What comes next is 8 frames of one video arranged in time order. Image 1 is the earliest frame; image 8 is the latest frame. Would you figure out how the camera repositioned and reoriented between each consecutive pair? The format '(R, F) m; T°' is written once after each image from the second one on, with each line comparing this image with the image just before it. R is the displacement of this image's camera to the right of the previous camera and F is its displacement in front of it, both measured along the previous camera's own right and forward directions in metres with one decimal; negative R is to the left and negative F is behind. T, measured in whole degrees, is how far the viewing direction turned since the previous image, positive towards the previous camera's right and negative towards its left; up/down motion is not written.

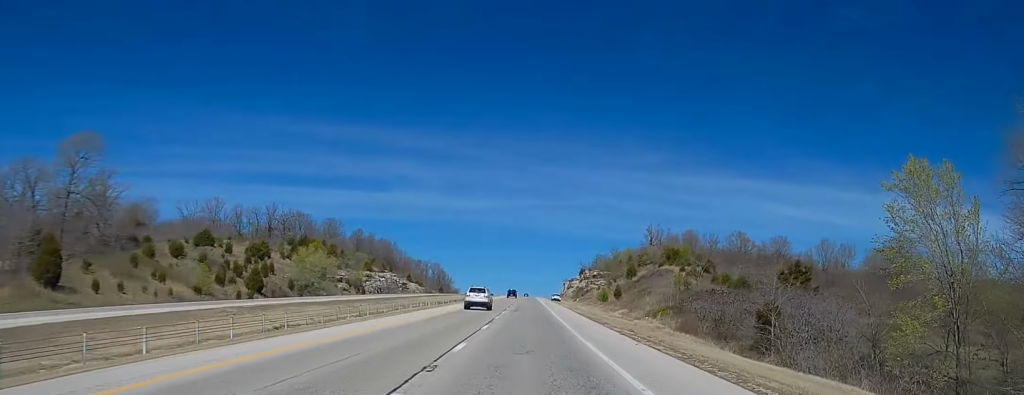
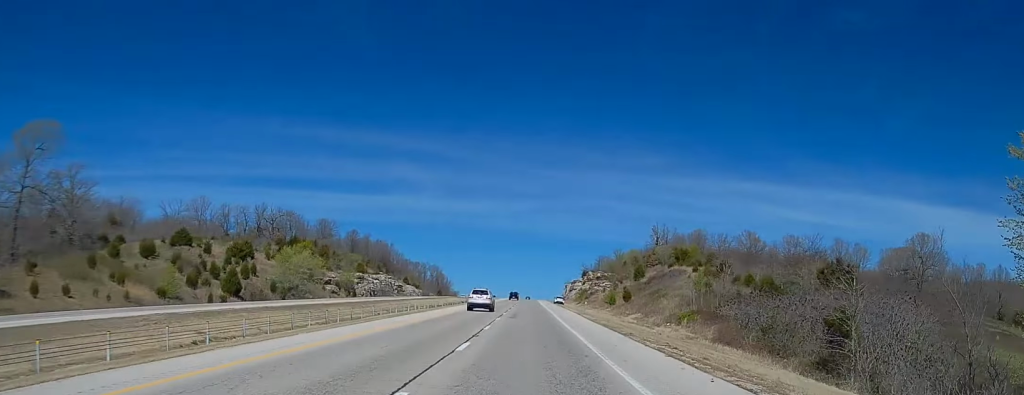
(0.0, +11.6) m; 0°
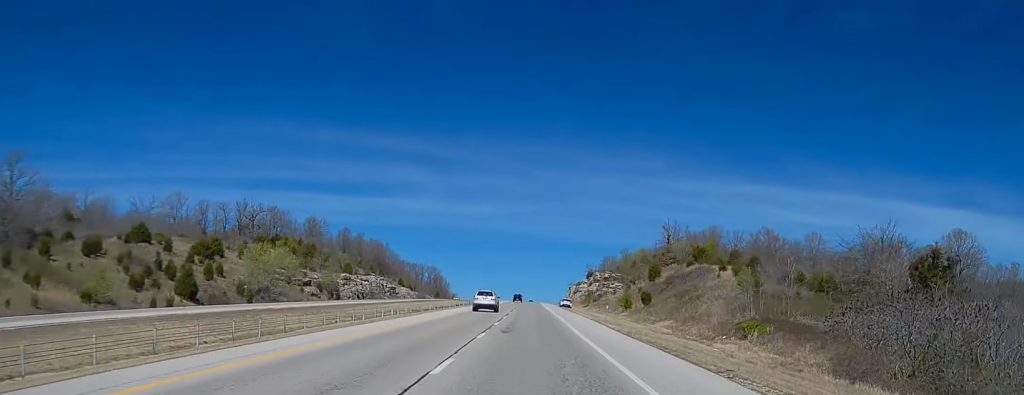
(0.0, +18.4) m; +1°
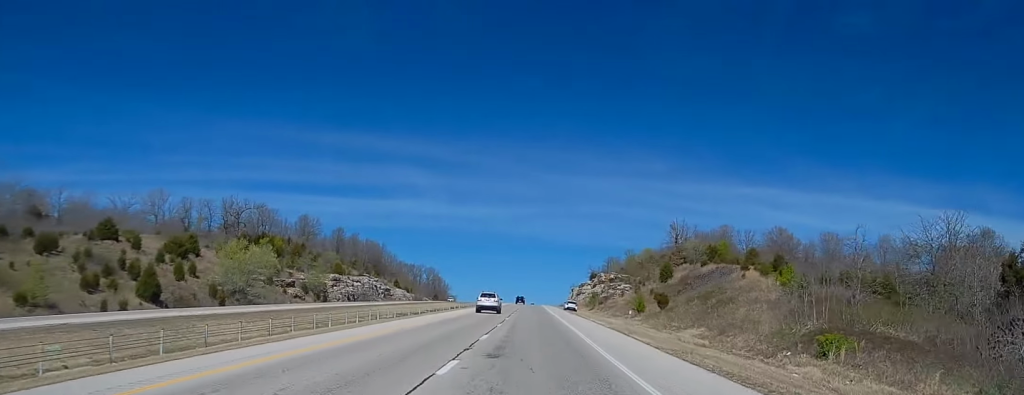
(+0.1, +12.0) m; 0°
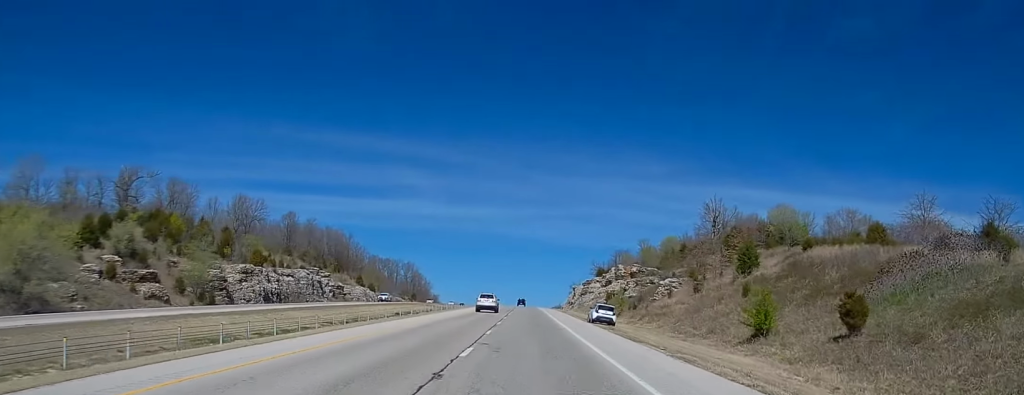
(-0.4, +56.1) m; -1°
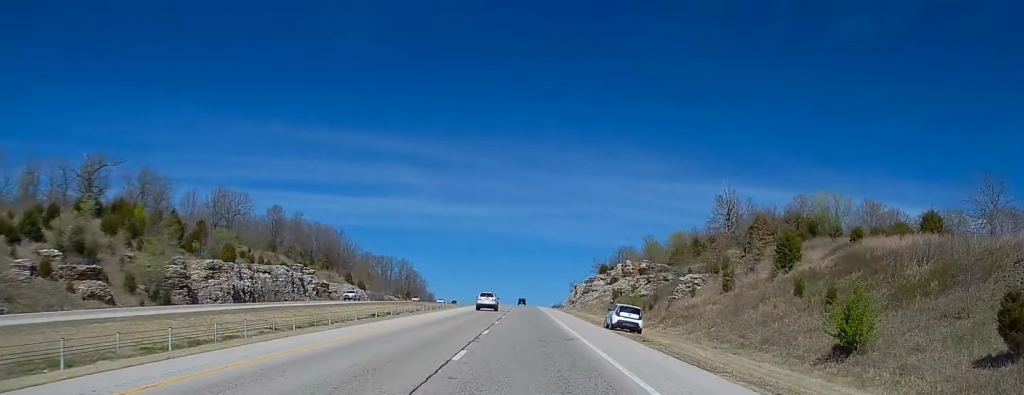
(0.0, +13.8) m; 0°
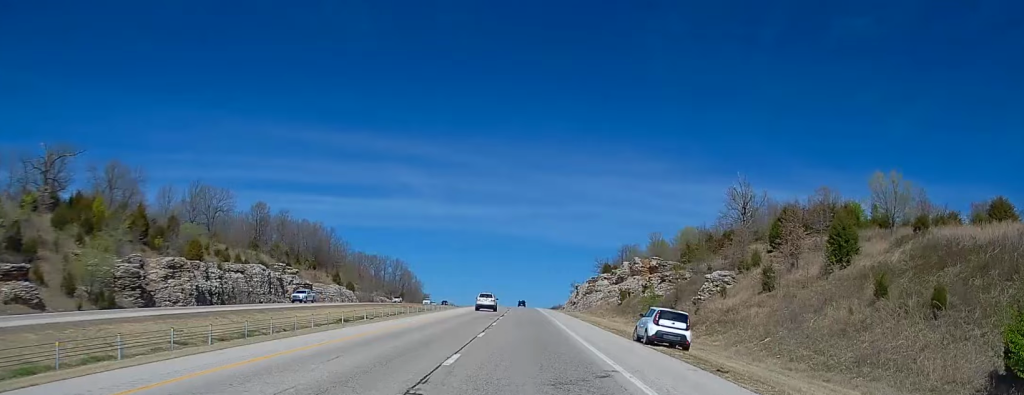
(+0.1, +13.4) m; 0°
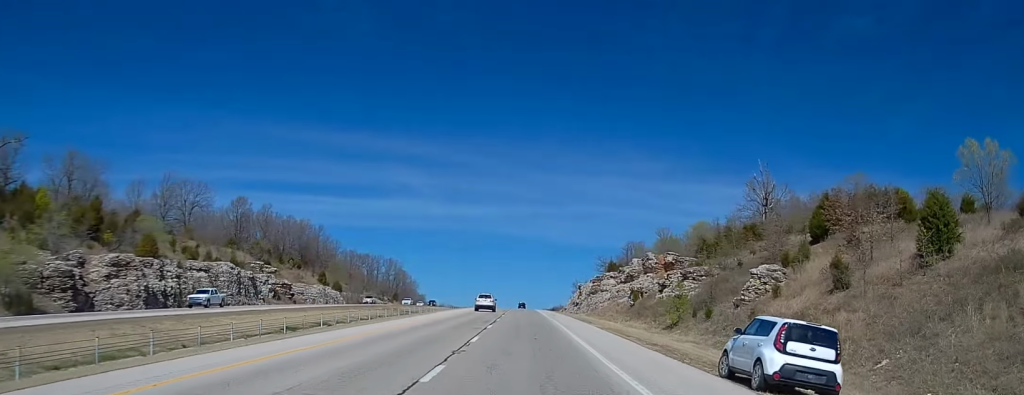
(-0.1, +15.1) m; 0°
